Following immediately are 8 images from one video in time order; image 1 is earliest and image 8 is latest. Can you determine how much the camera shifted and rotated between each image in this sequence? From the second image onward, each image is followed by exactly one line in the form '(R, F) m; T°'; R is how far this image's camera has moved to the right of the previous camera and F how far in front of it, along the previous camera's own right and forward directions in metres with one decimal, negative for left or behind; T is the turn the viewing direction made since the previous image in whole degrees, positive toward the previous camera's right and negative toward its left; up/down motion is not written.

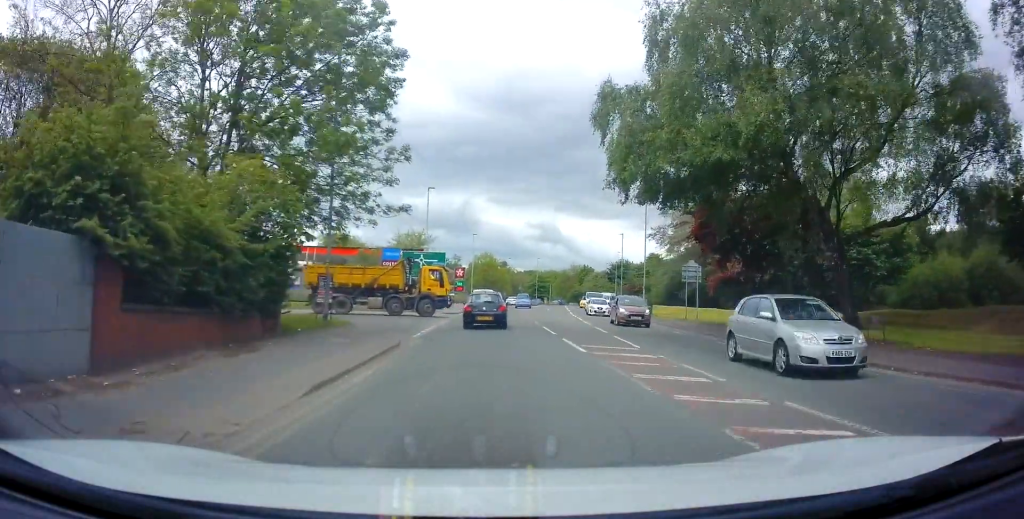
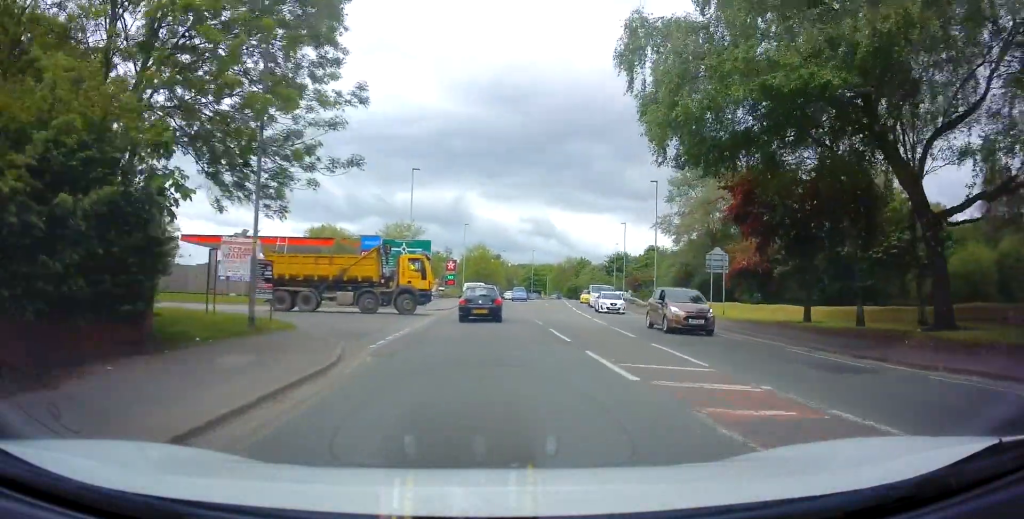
(+0.1, +5.4) m; +2°
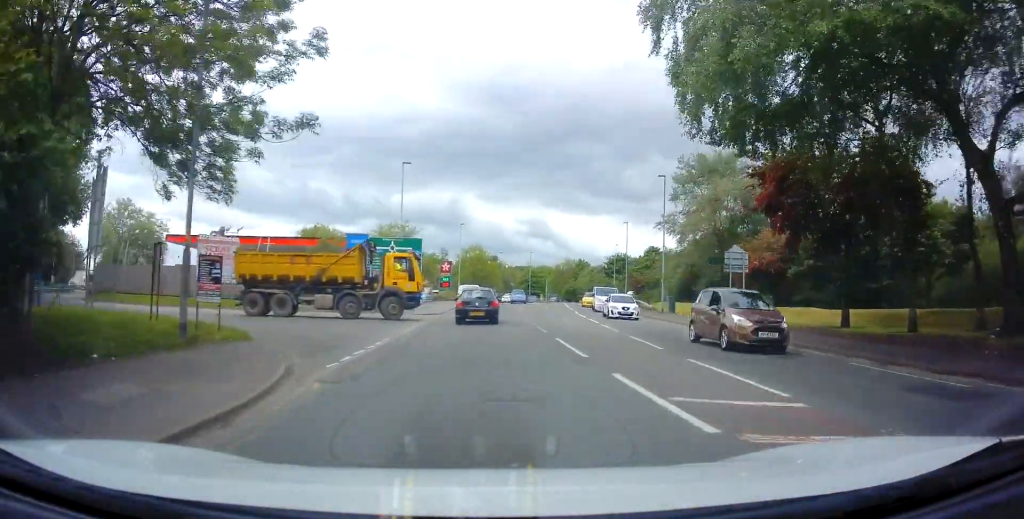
(0.0, +3.1) m; +1°
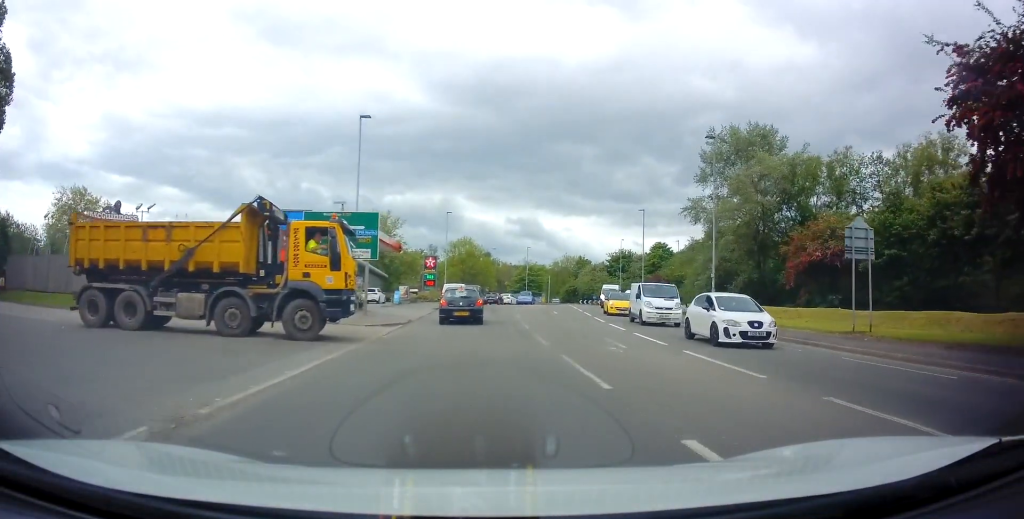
(+0.5, +11.1) m; +1°
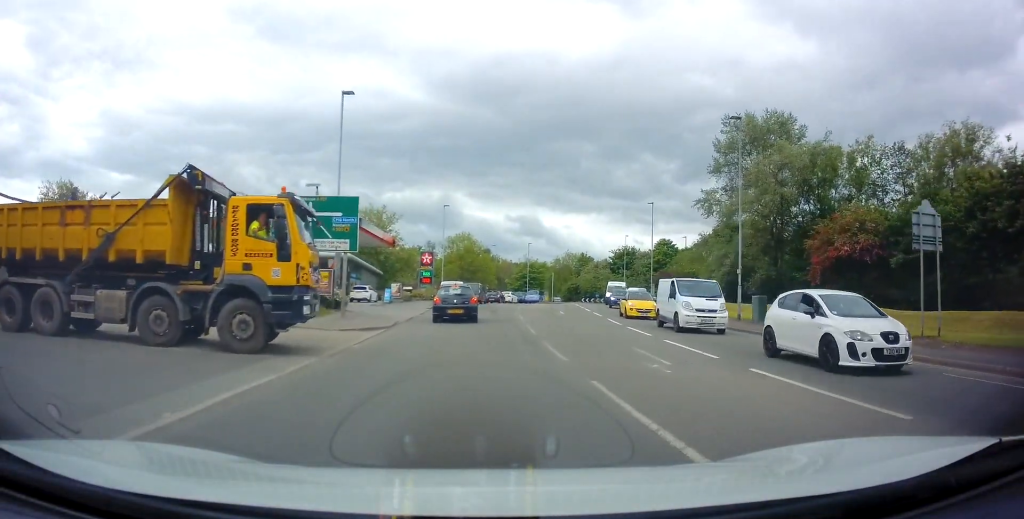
(-0.2, +3.6) m; 0°
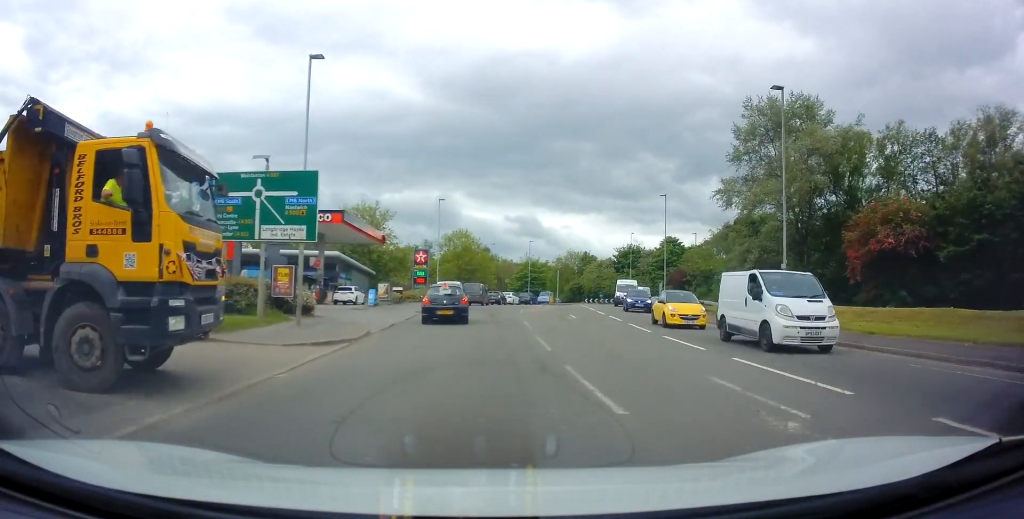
(-0.2, +5.0) m; 0°
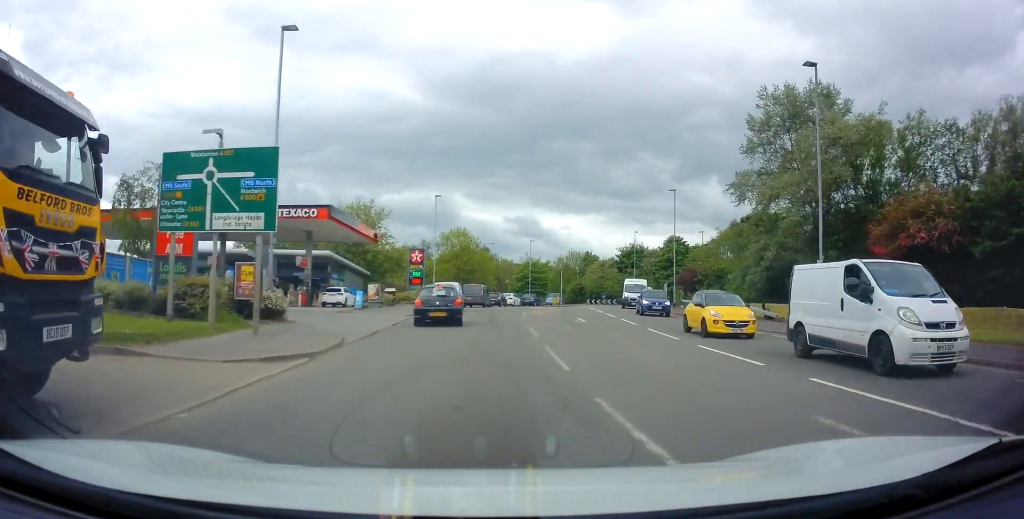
(+0.1, +3.1) m; 0°
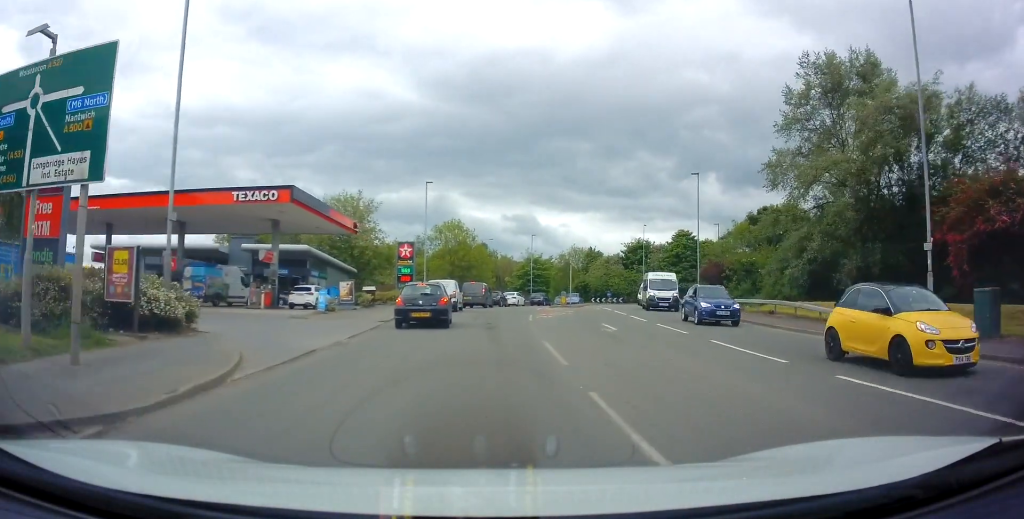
(+0.1, +6.6) m; -1°
